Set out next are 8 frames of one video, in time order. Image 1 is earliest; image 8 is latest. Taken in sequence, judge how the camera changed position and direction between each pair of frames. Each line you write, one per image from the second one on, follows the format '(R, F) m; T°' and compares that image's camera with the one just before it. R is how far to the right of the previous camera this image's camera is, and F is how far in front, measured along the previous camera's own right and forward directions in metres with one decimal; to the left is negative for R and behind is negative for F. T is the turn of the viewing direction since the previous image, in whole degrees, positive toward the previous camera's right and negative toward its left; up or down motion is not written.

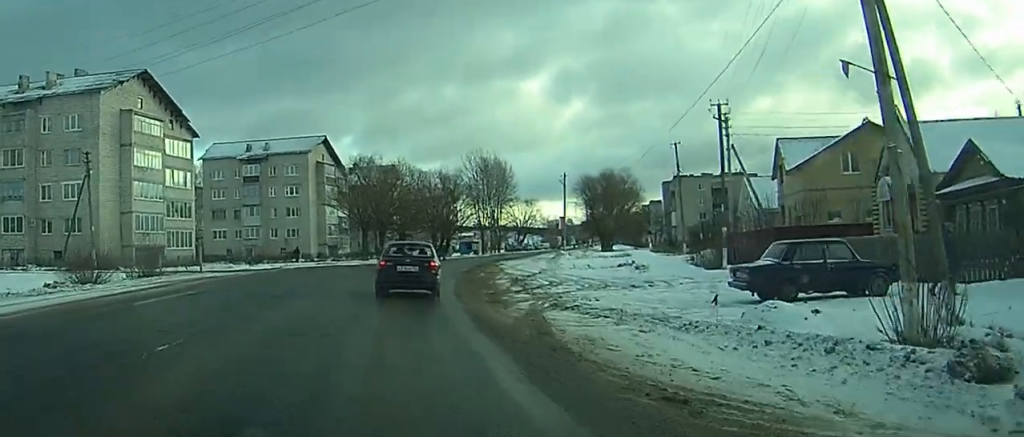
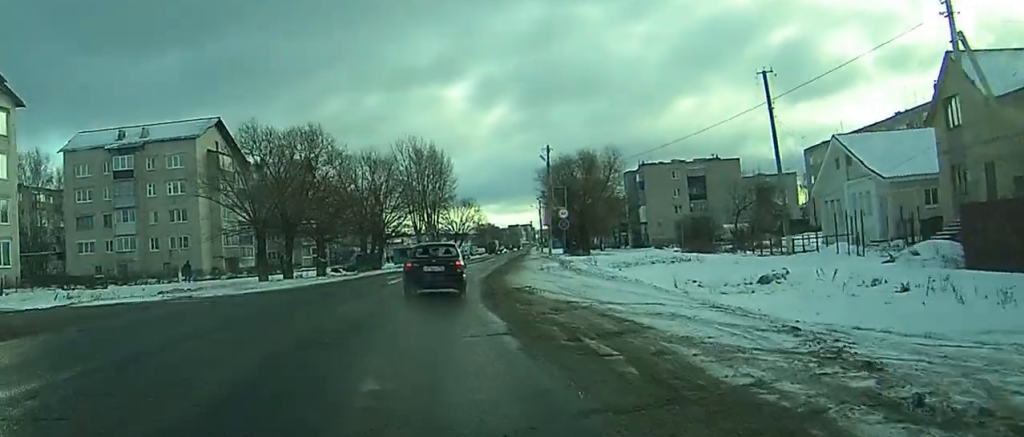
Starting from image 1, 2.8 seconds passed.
(+2.8, +32.3) m; +8°
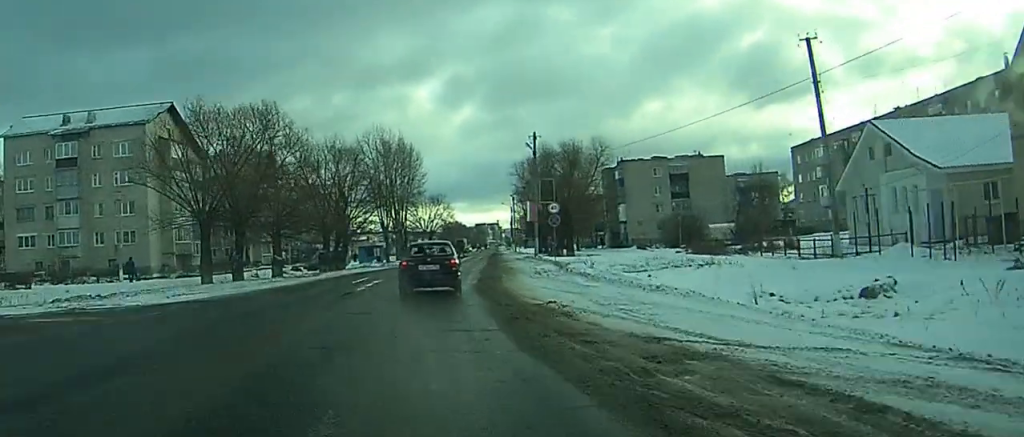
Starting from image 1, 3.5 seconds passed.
(+0.1, +6.9) m; +2°
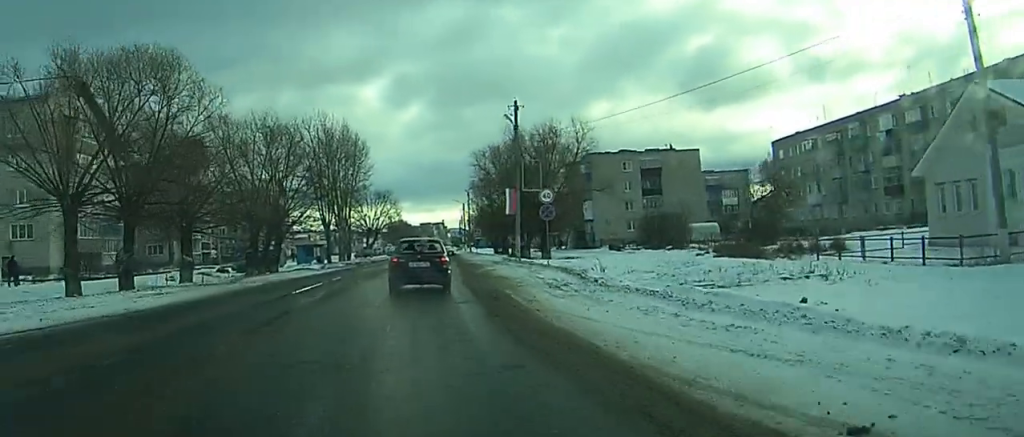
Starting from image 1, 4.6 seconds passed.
(+0.5, +9.8) m; +8°
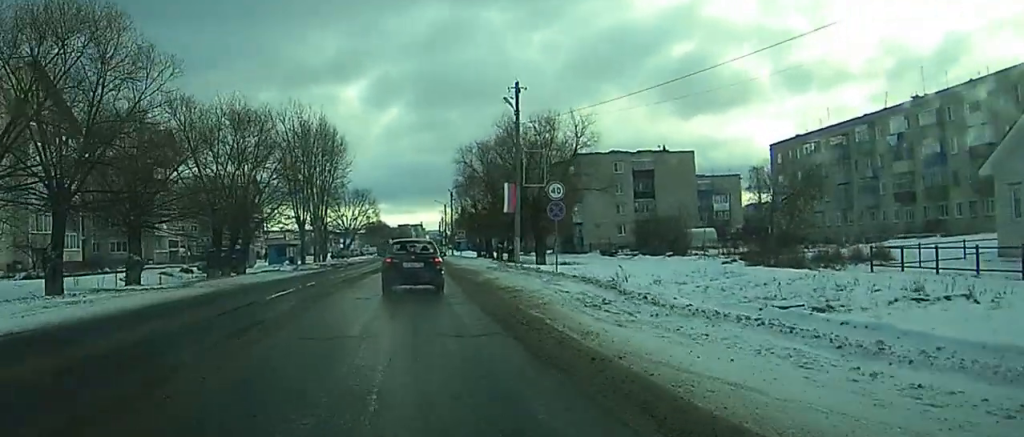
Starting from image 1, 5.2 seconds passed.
(+0.3, +4.2) m; +5°
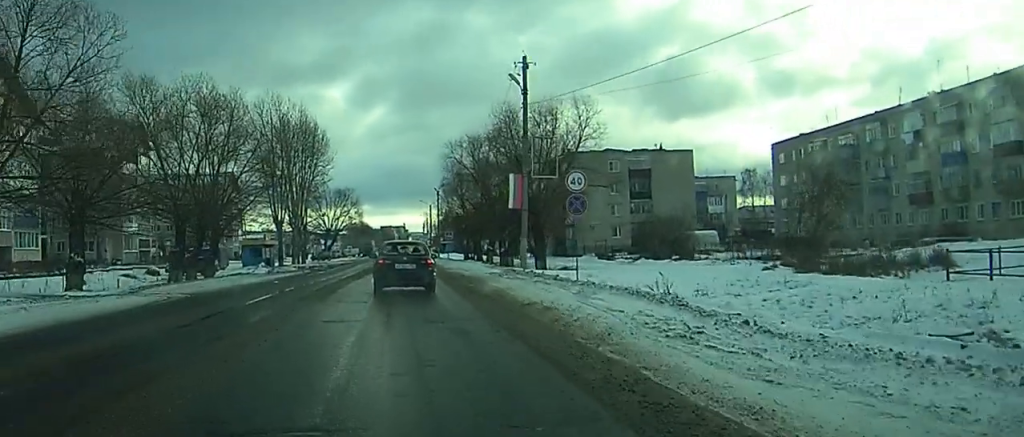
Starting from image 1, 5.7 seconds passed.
(+0.2, +3.9) m; +3°
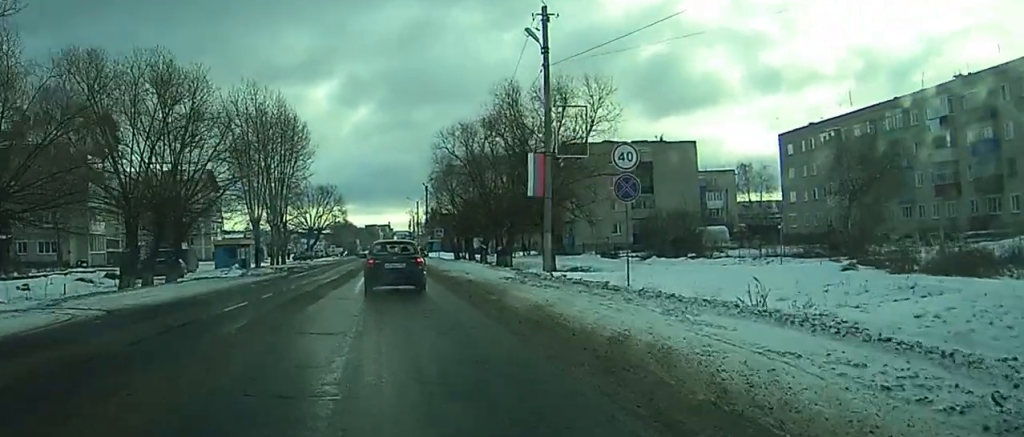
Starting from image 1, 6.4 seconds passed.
(+0.1, +4.7) m; +2°
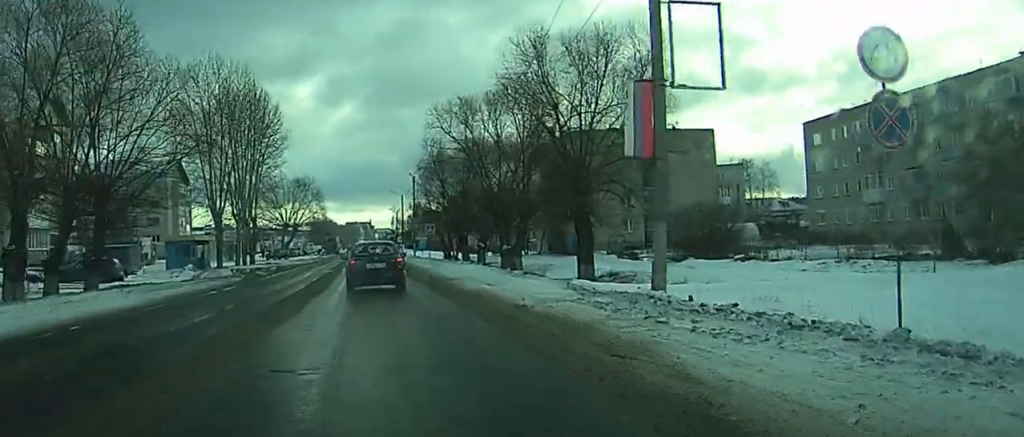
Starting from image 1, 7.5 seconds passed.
(0.0, +9.6) m; -1°
